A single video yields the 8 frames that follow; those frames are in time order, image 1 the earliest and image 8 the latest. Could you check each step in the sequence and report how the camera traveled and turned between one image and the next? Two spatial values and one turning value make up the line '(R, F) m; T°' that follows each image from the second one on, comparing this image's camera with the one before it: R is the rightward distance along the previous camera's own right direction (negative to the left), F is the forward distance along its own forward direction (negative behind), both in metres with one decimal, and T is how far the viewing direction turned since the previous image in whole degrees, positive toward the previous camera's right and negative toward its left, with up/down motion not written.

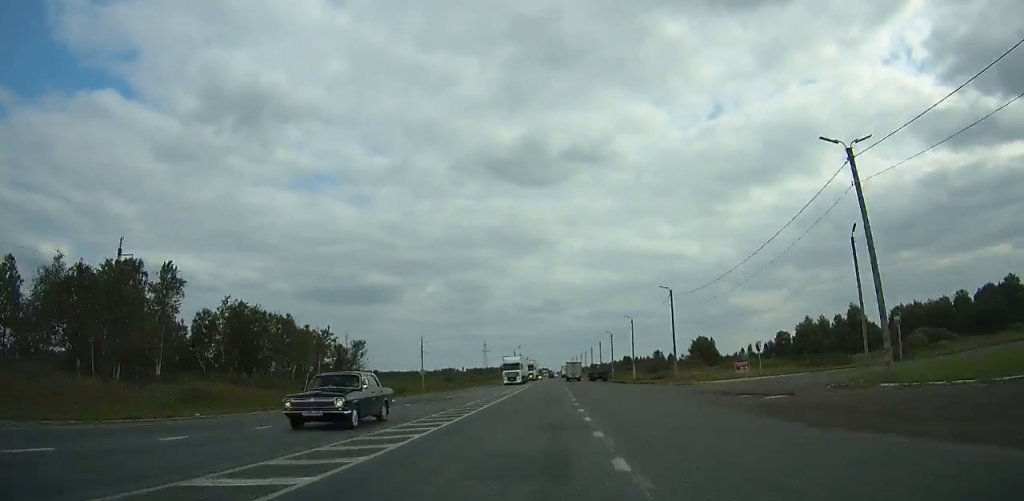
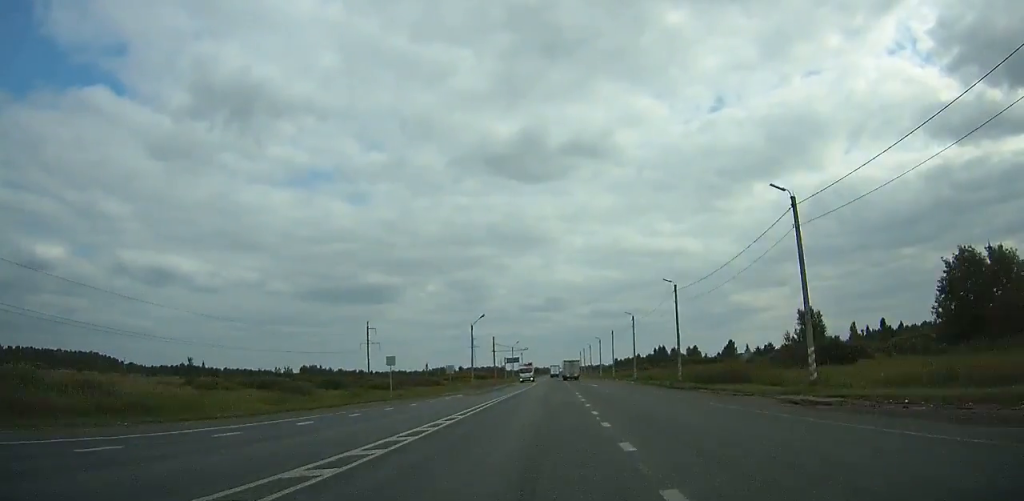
(+0.1, +90.1) m; 0°
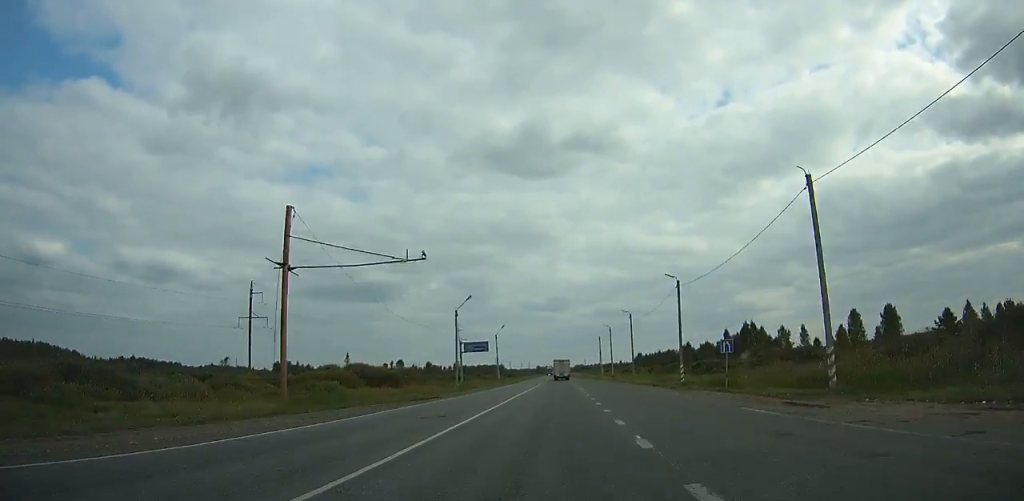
(0.0, +88.4) m; 0°
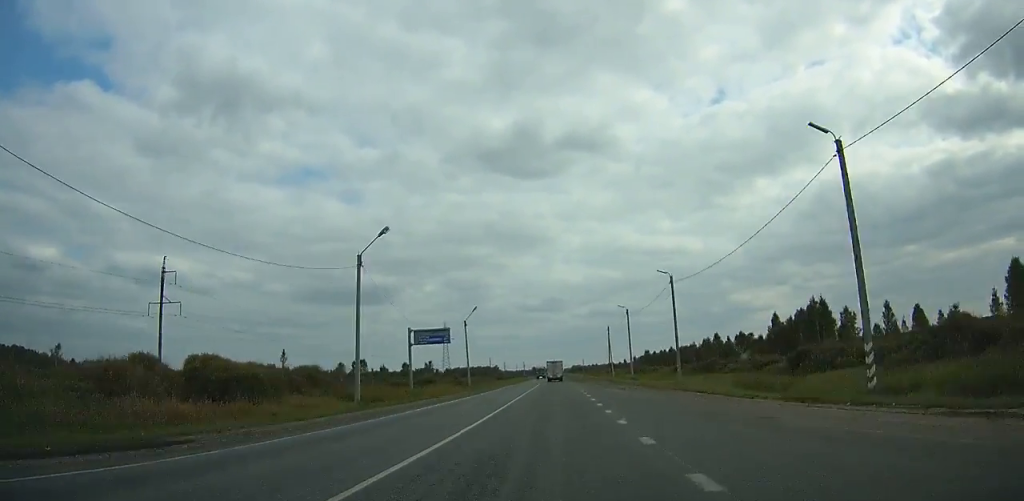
(0.0, +31.7) m; 0°
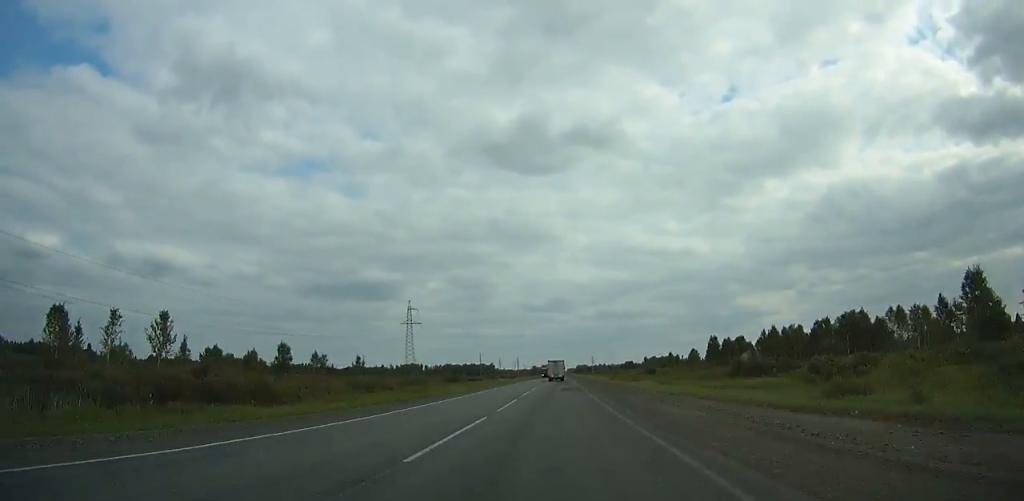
(+0.2, +95.4) m; 0°
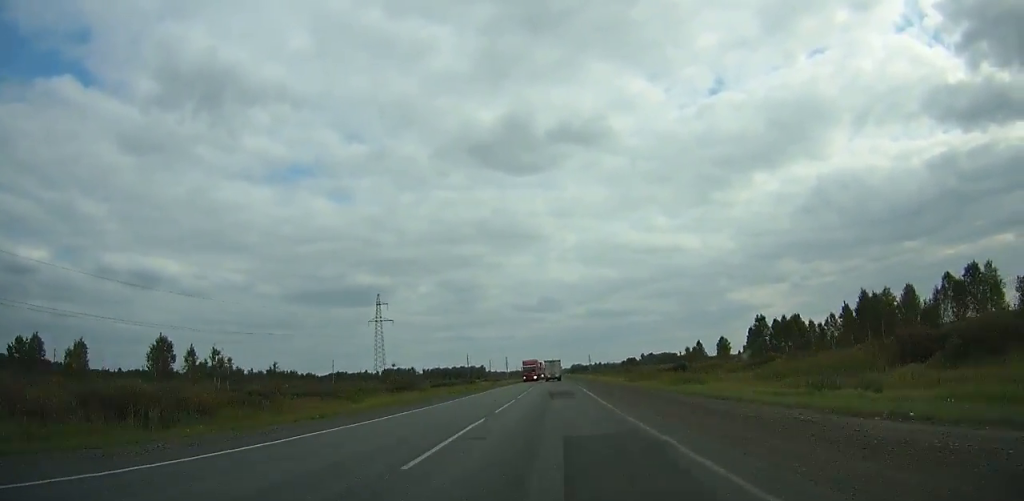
(+0.1, +36.3) m; 0°
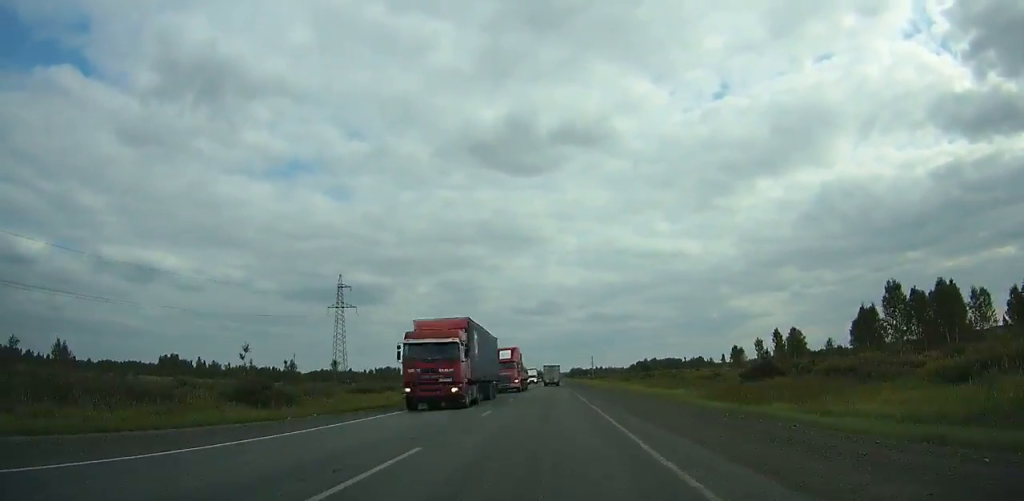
(+0.1, +42.9) m; 0°
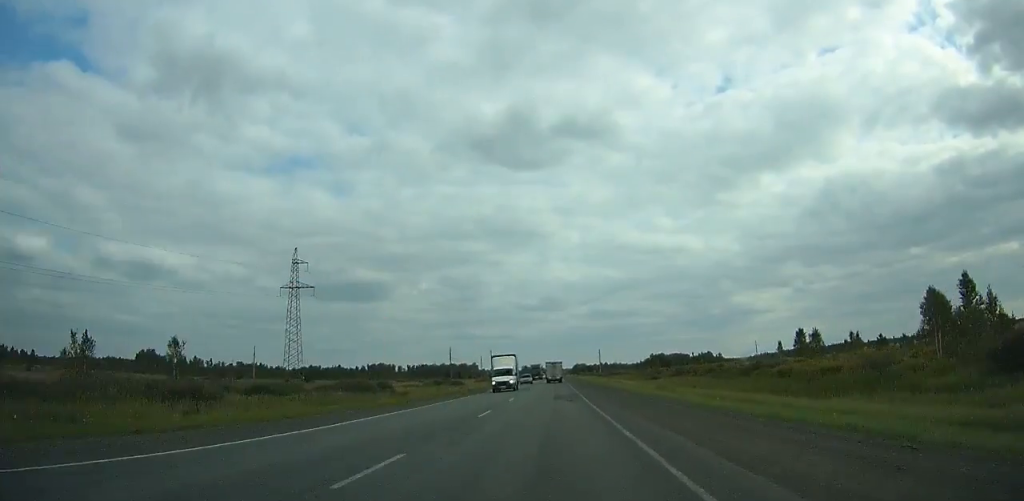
(0.0, +36.6) m; 0°
